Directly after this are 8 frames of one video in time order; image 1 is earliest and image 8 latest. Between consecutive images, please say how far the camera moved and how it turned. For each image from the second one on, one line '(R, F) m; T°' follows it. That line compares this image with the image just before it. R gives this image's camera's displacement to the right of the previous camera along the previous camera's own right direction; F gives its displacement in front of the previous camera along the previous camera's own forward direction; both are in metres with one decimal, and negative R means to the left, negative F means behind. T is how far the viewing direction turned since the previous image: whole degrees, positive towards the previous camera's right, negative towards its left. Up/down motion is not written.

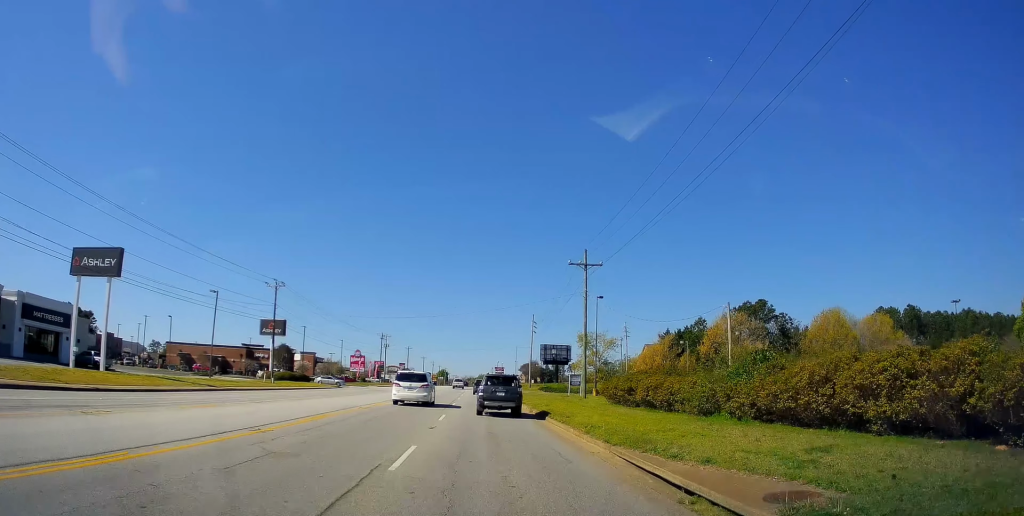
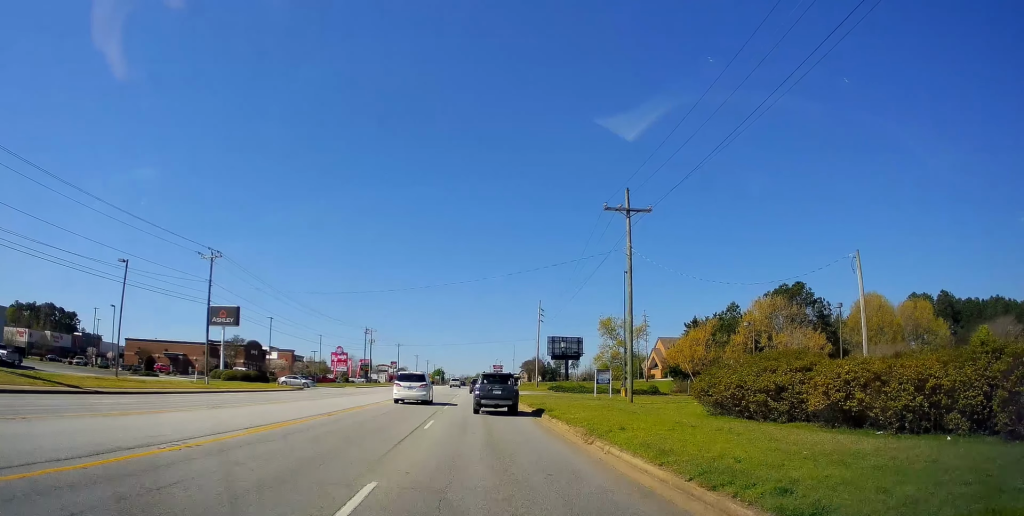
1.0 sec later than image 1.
(+0.1, +15.9) m; 0°
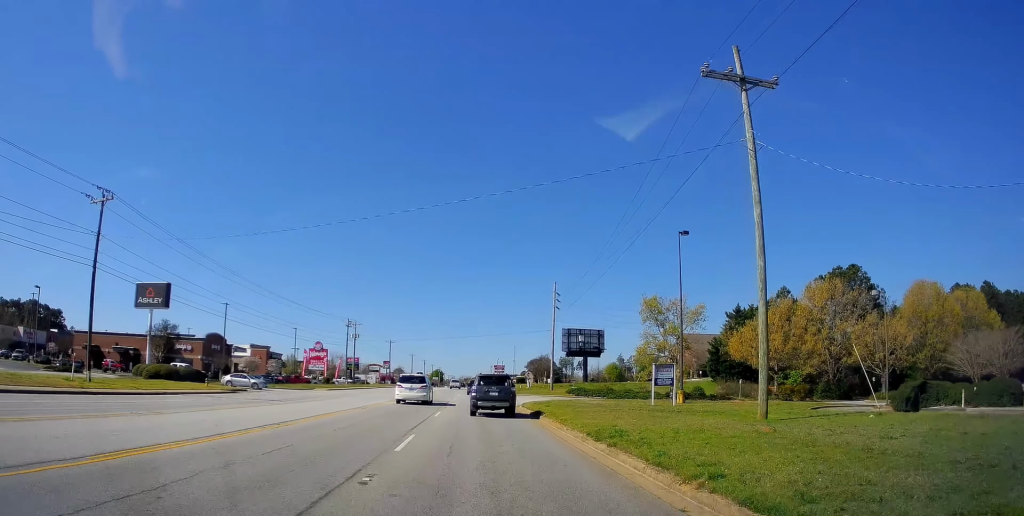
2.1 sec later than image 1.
(-0.2, +16.9) m; 0°
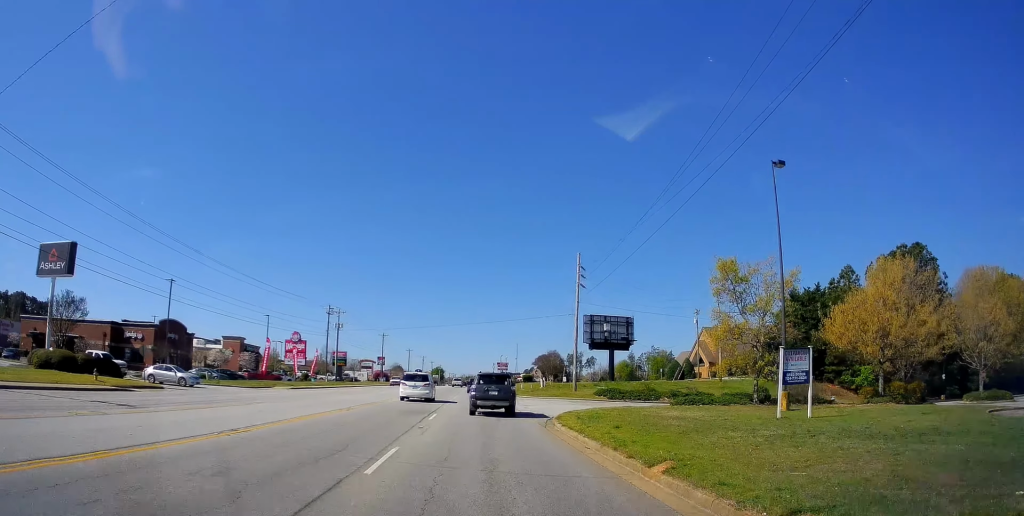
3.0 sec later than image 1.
(+0.2, +15.0) m; 0°
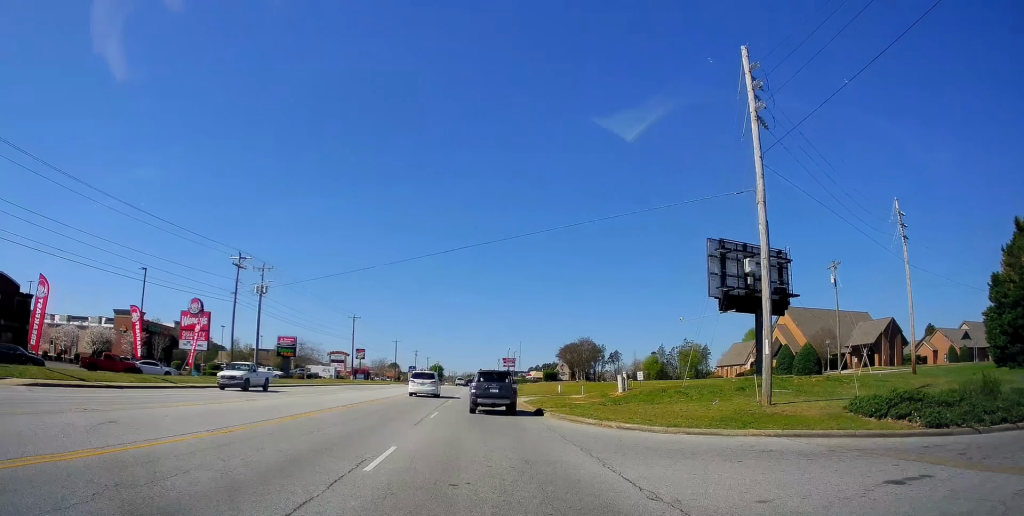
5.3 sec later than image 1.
(+0.3, +36.4) m; +1°
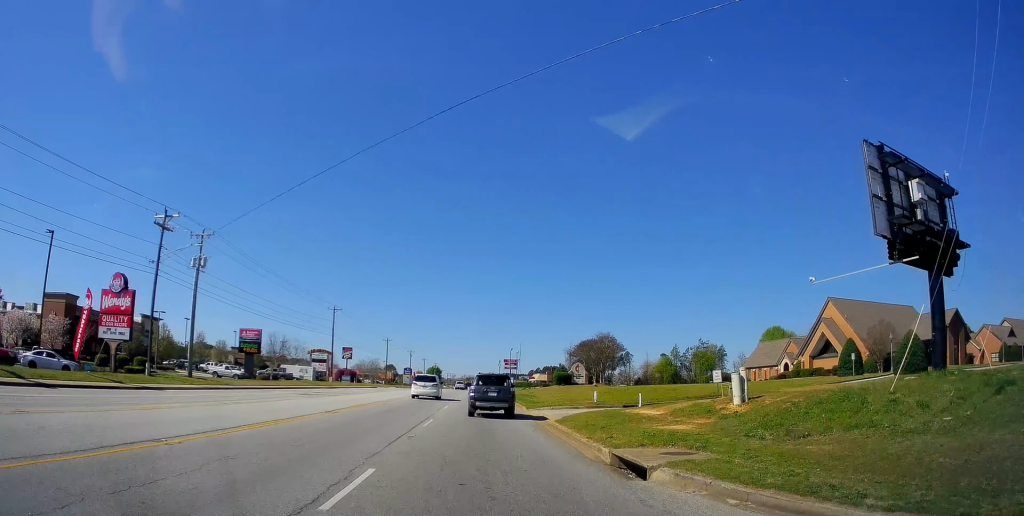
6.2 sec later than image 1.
(0.0, +14.8) m; 0°
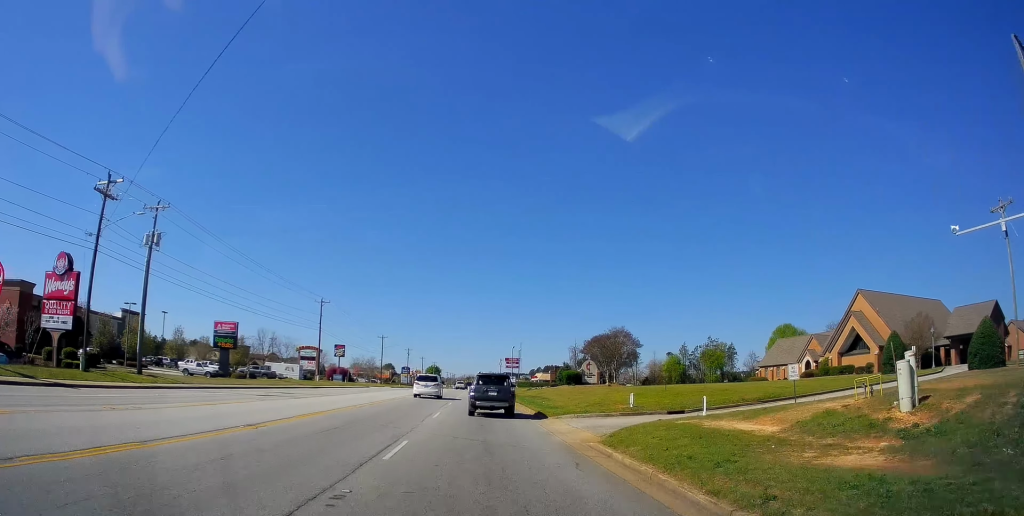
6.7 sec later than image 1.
(+0.1, +7.6) m; 0°
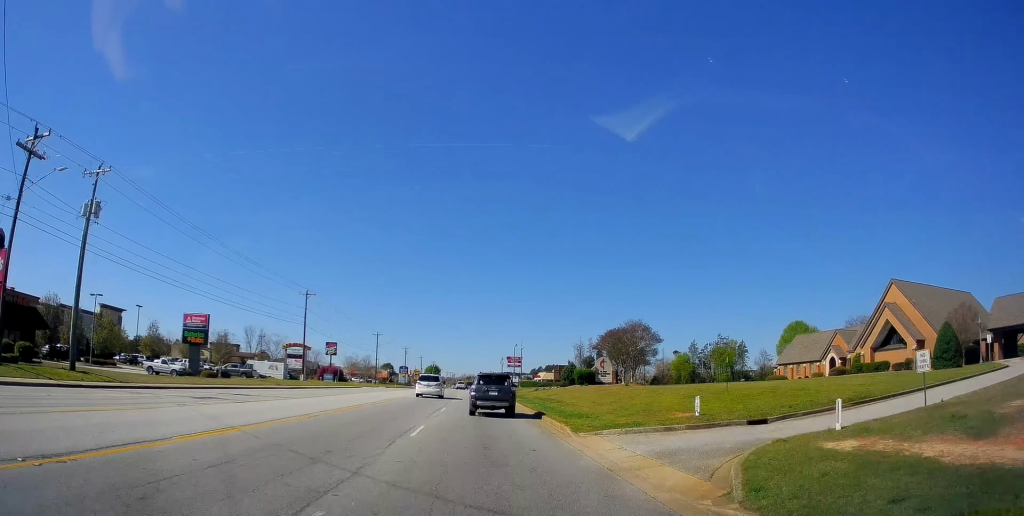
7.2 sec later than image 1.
(+0.1, +7.5) m; 0°
